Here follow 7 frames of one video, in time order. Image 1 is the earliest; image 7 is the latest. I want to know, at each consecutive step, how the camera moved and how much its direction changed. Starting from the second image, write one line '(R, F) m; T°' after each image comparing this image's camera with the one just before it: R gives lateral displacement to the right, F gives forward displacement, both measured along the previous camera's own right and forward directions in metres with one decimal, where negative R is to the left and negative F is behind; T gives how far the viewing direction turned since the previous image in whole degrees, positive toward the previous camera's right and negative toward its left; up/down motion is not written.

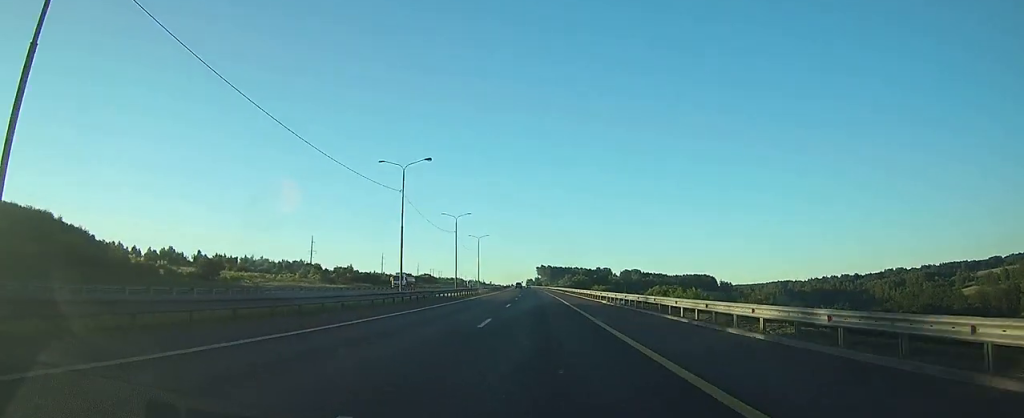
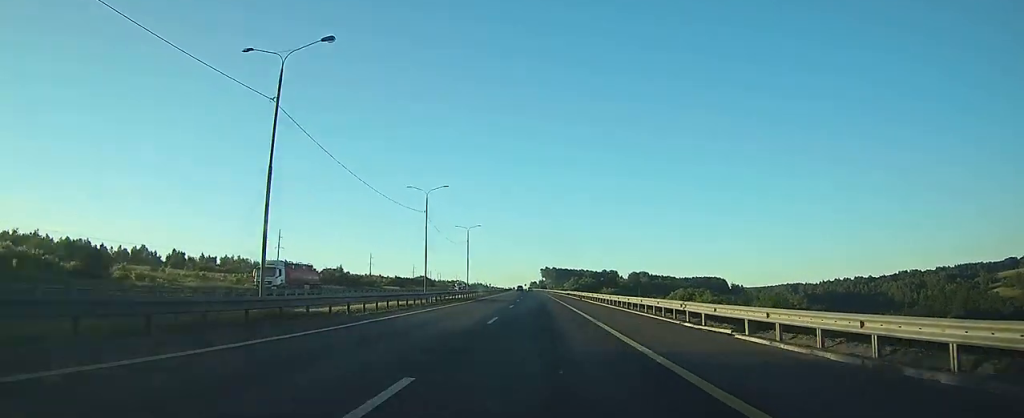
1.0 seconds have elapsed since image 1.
(+0.1, +29.5) m; 0°
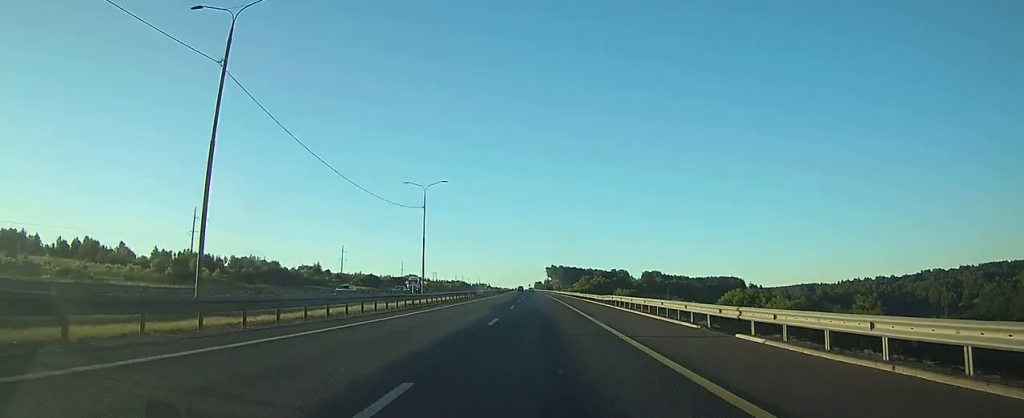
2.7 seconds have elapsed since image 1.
(-0.2, +48.4) m; 0°
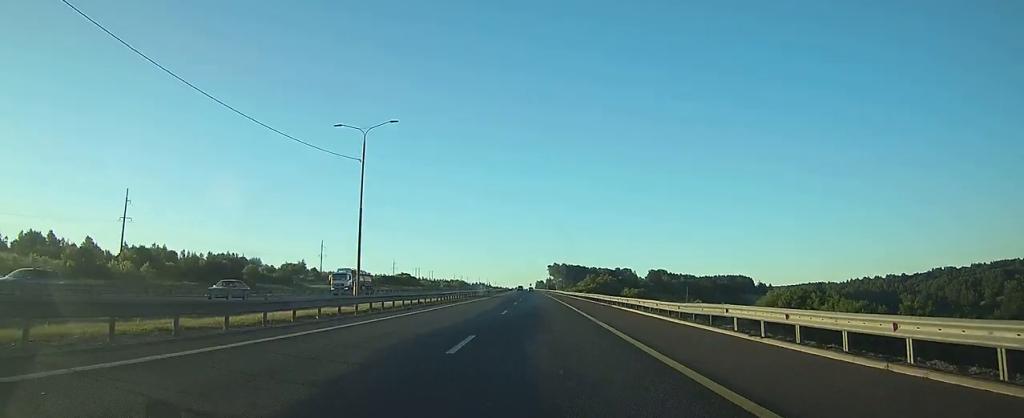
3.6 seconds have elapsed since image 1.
(0.0, +24.5) m; 0°
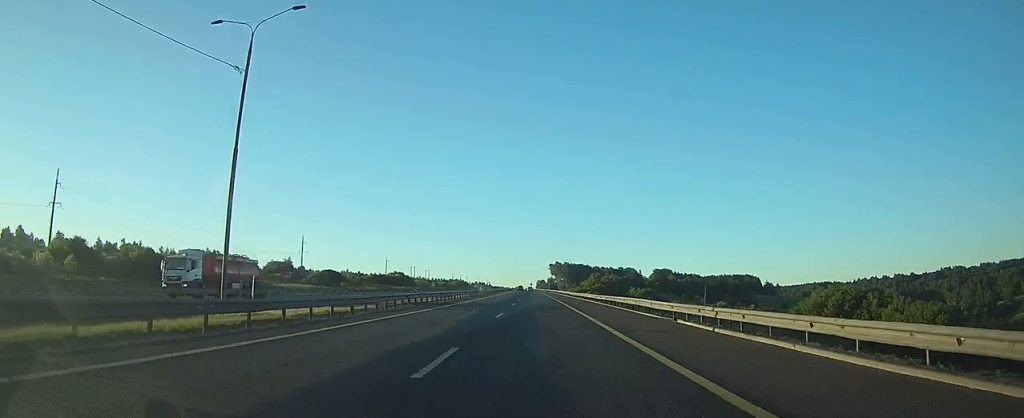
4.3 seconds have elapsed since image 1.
(-0.1, +18.8) m; 0°
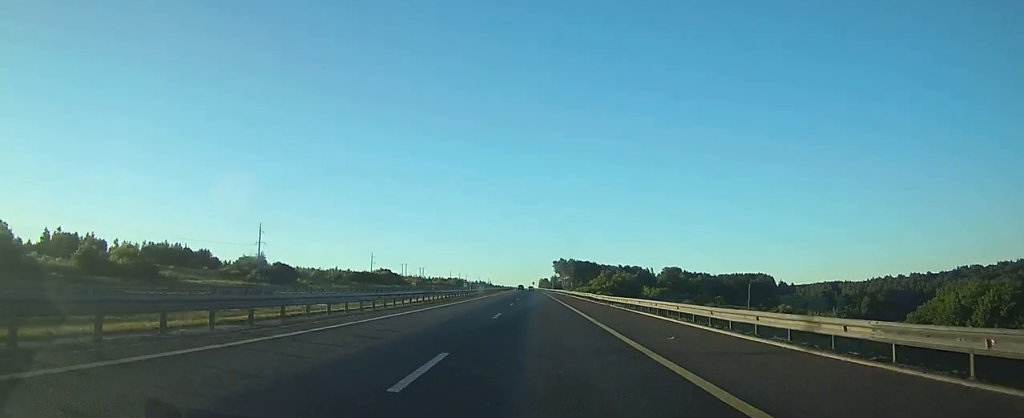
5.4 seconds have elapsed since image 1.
(-0.2, +32.8) m; -1°
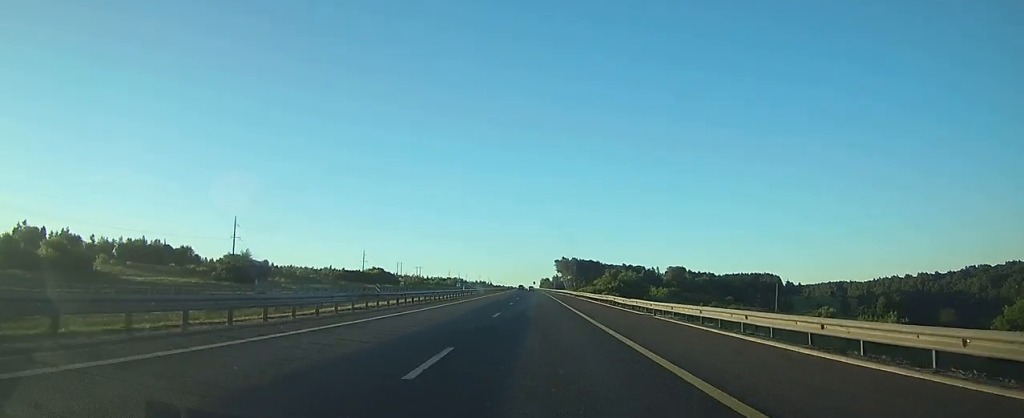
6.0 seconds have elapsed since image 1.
(0.0, +15.0) m; 0°
